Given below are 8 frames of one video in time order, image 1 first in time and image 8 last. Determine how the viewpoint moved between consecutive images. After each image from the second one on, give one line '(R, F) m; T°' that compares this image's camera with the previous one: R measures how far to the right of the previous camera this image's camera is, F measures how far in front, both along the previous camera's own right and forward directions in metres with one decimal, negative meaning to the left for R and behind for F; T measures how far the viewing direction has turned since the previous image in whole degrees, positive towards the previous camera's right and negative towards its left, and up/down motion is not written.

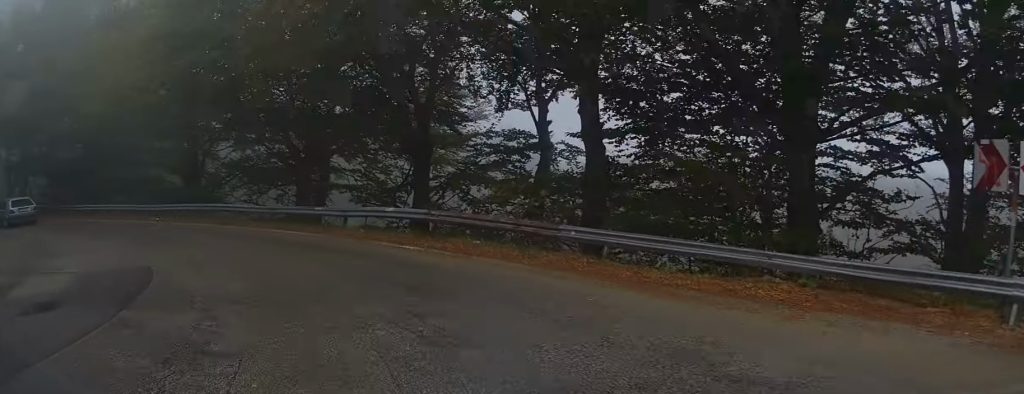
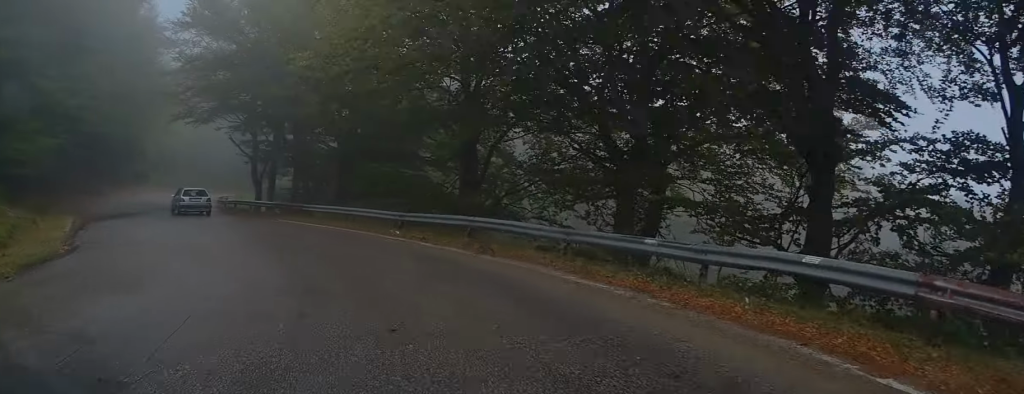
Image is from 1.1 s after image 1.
(-1.9, +7.7) m; -36°
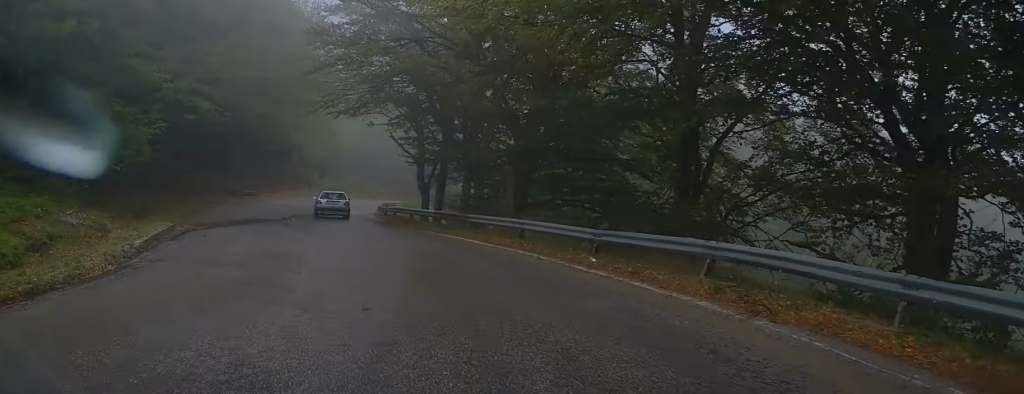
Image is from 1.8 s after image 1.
(-1.6, +5.1) m; -18°
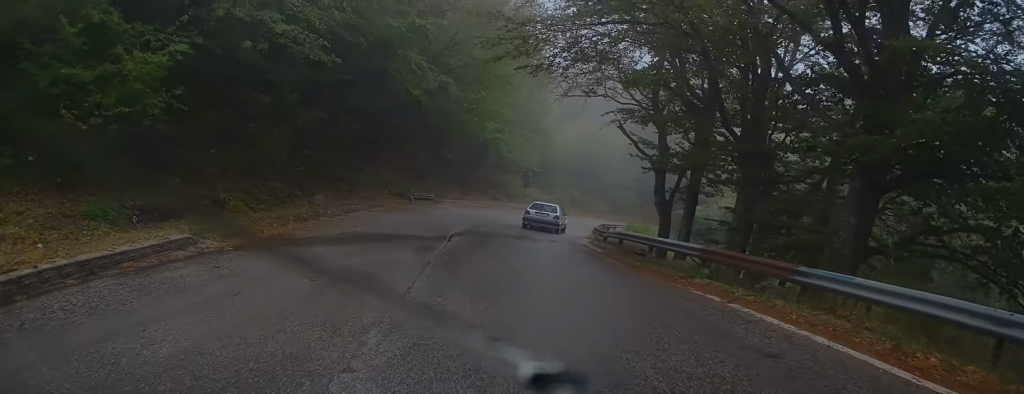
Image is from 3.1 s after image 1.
(-2.1, +10.7) m; -16°
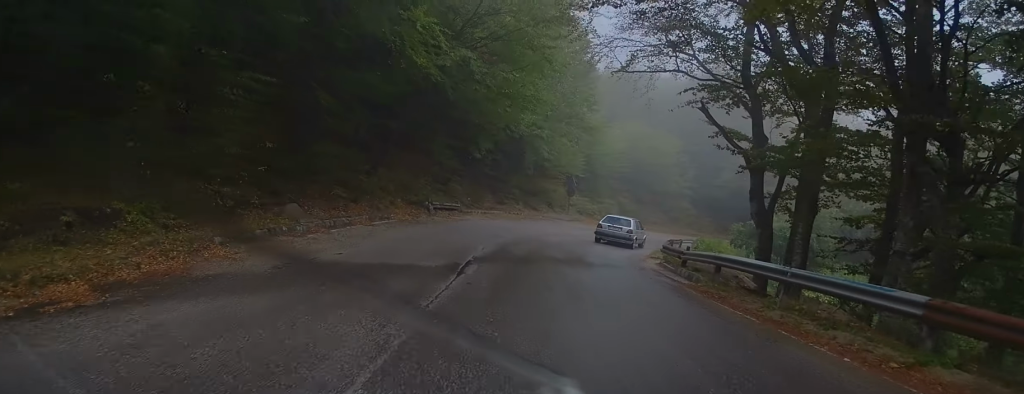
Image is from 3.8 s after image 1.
(-0.3, +6.2) m; -2°
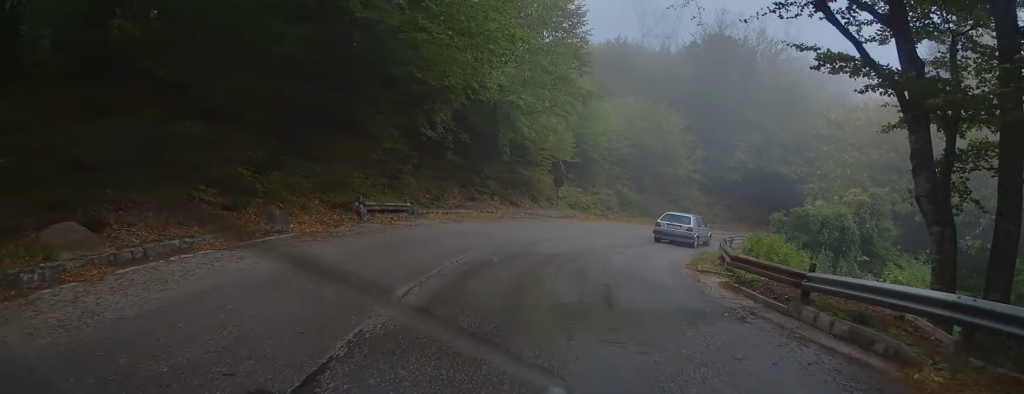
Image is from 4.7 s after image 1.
(-0.1, +8.3) m; +2°
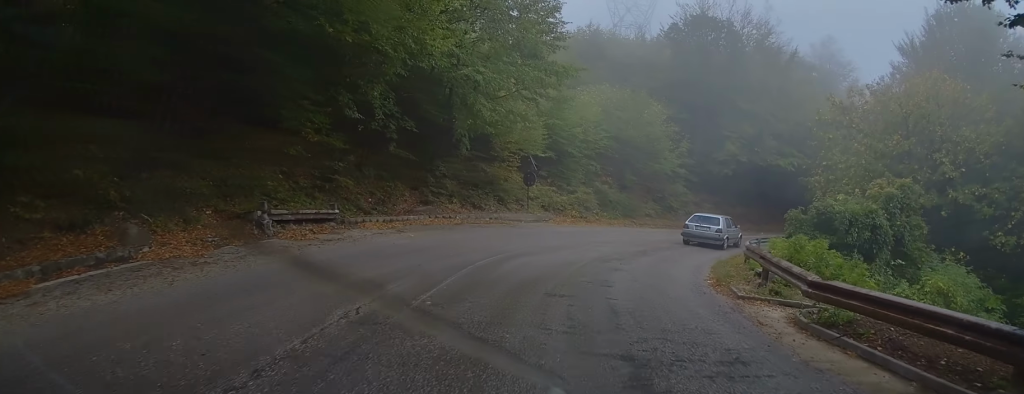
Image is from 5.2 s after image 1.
(0.0, +4.8) m; +3°
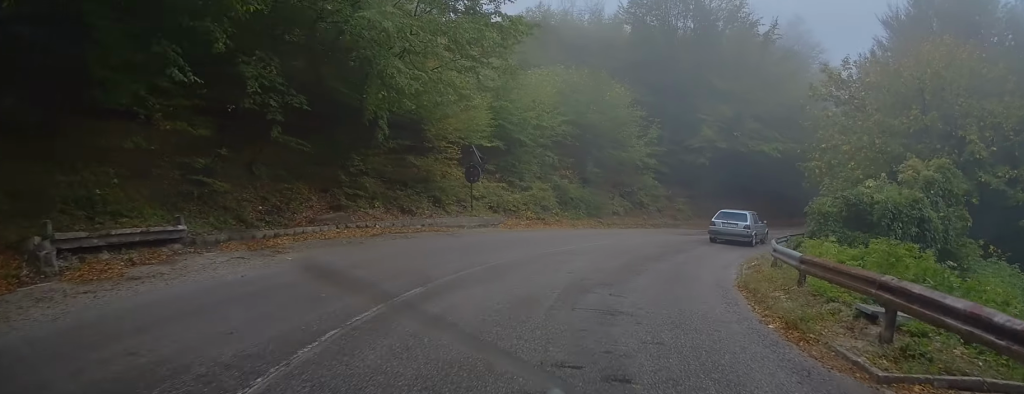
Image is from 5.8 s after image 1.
(+0.2, +5.5) m; +4°
